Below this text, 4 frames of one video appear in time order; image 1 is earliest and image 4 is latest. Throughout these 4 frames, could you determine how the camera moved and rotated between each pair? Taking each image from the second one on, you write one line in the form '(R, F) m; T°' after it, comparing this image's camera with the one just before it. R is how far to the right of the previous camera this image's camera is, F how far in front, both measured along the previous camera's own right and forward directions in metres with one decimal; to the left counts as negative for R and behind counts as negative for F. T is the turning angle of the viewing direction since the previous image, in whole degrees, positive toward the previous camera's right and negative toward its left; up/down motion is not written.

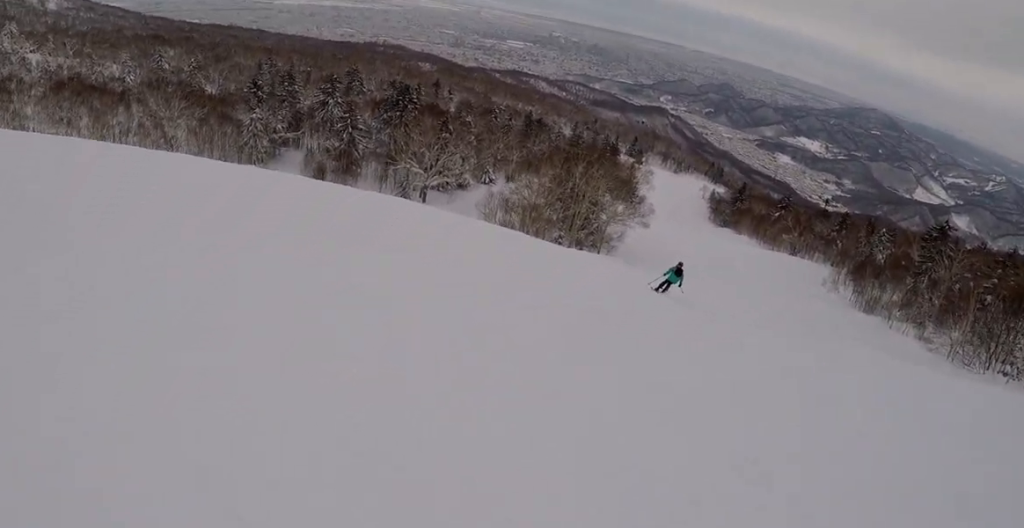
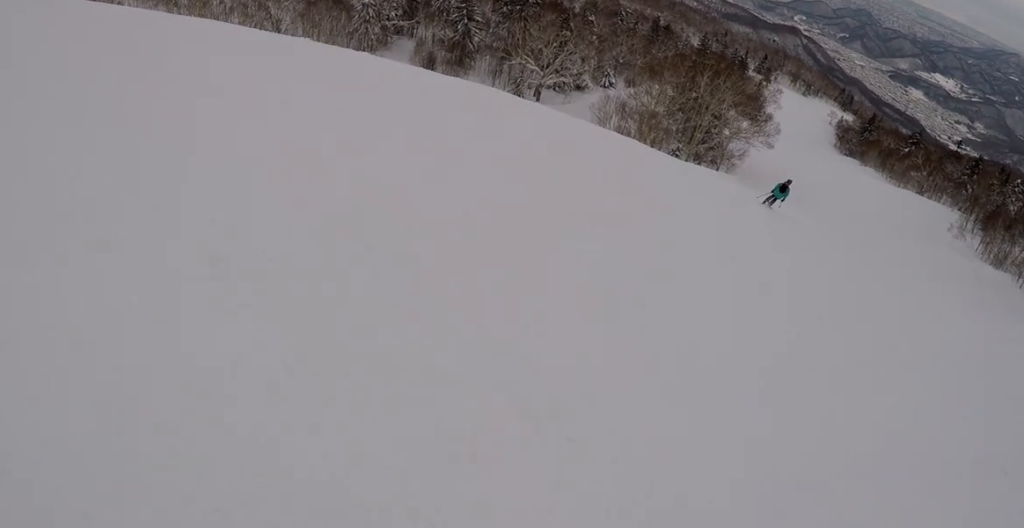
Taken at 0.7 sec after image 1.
(-1.6, +3.0) m; -12°
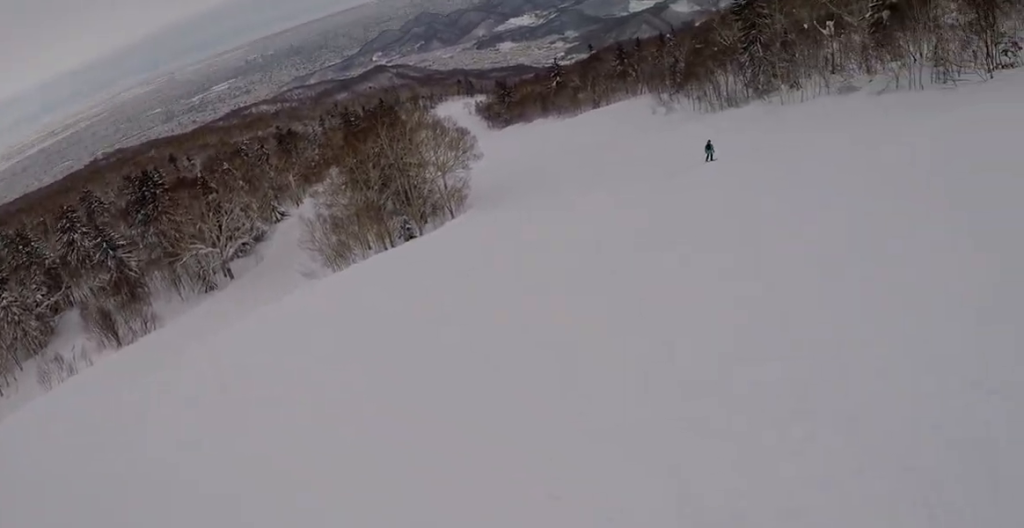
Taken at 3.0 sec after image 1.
(+2.9, +12.5) m; +52°
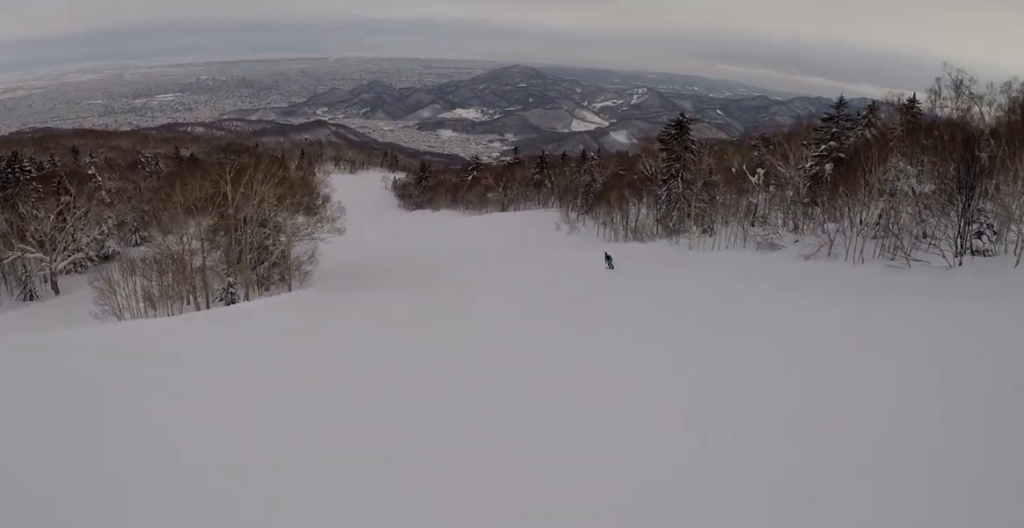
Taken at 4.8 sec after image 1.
(+4.2, +11.1) m; +1°
